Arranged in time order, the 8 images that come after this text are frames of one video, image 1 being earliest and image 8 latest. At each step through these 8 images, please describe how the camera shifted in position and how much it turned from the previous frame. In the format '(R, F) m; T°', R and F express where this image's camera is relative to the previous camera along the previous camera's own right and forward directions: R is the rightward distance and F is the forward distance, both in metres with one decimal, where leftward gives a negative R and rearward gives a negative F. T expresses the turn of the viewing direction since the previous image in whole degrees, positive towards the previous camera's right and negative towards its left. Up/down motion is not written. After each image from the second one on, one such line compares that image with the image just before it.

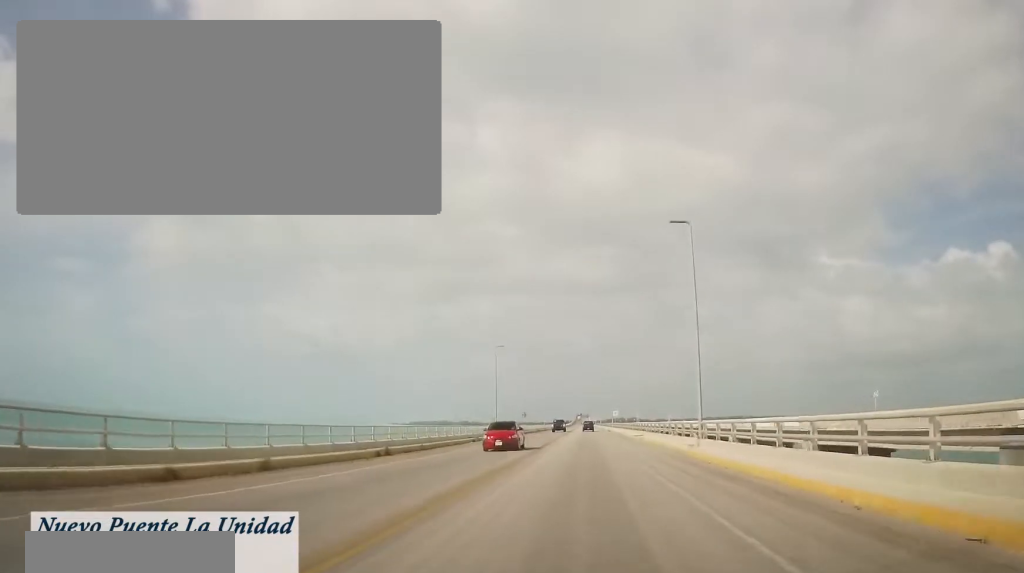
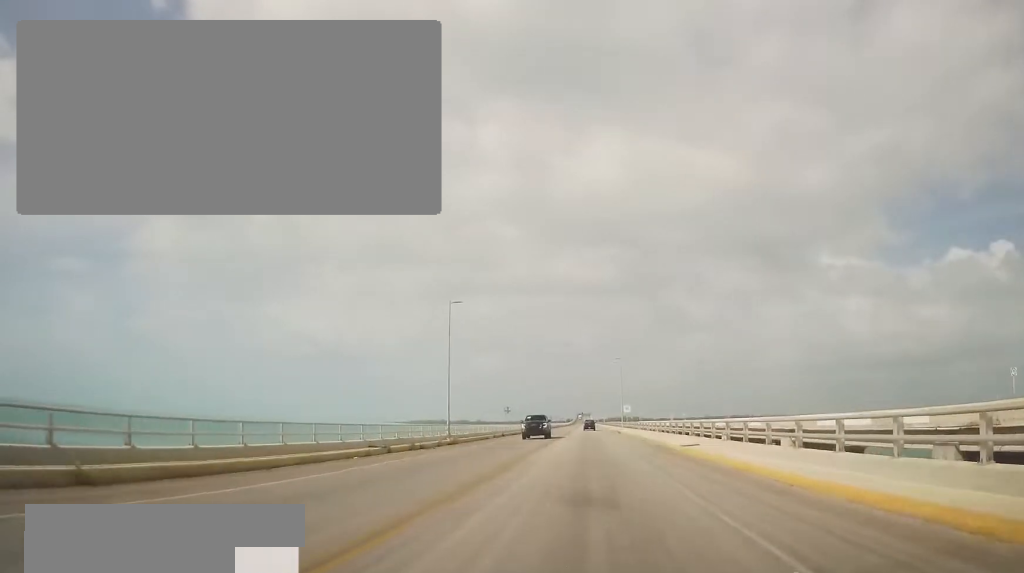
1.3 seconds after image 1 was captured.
(0.0, +23.8) m; +1°
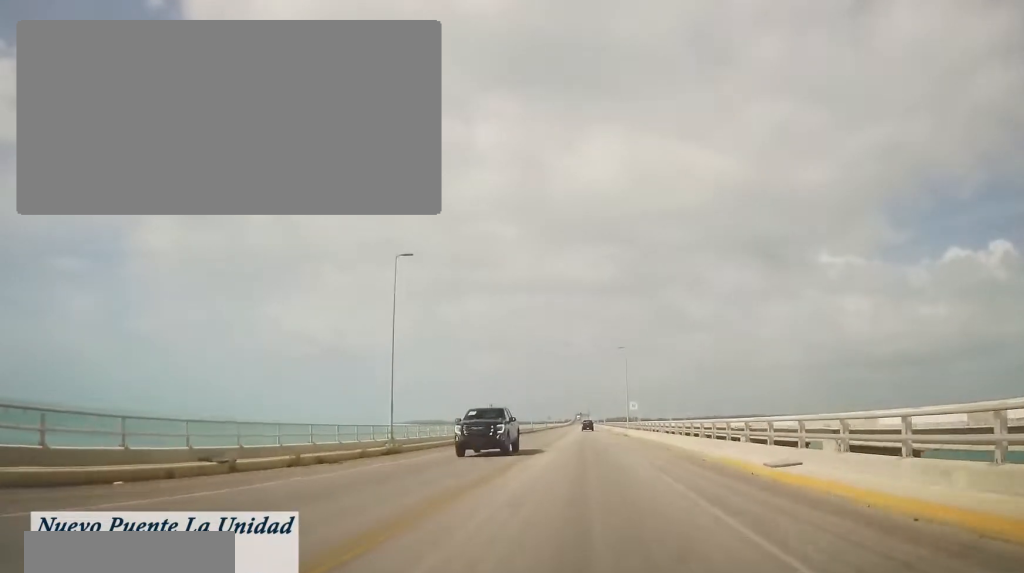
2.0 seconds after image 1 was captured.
(+0.2, +12.4) m; 0°
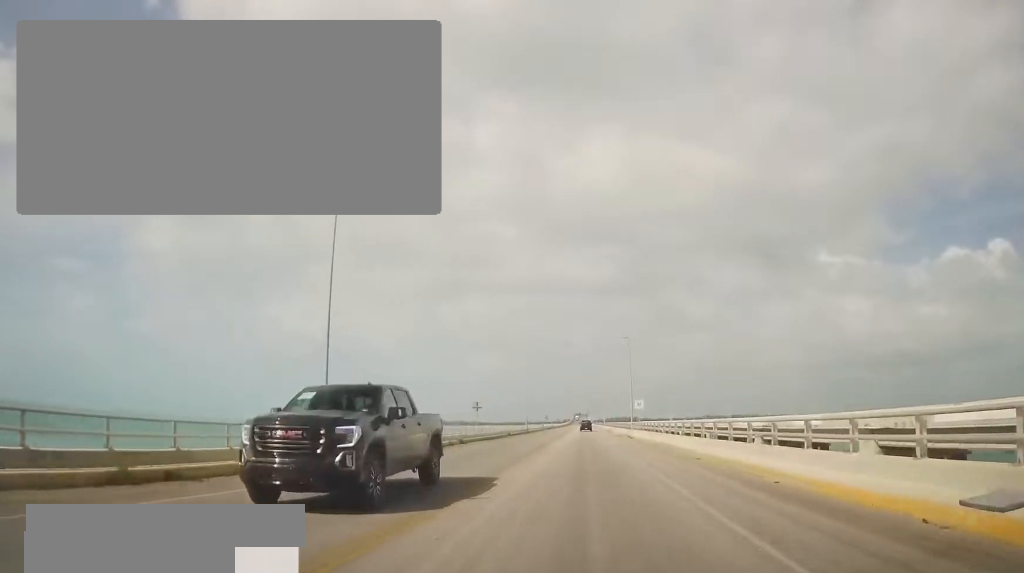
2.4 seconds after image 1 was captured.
(+0.4, +7.8) m; 0°
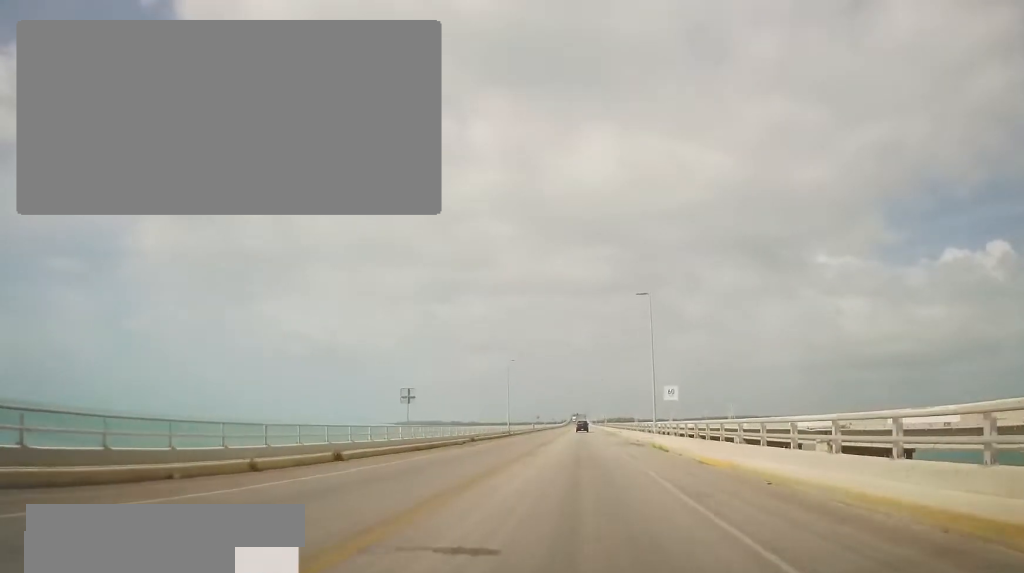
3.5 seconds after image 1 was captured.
(-0.8, +21.0) m; -2°
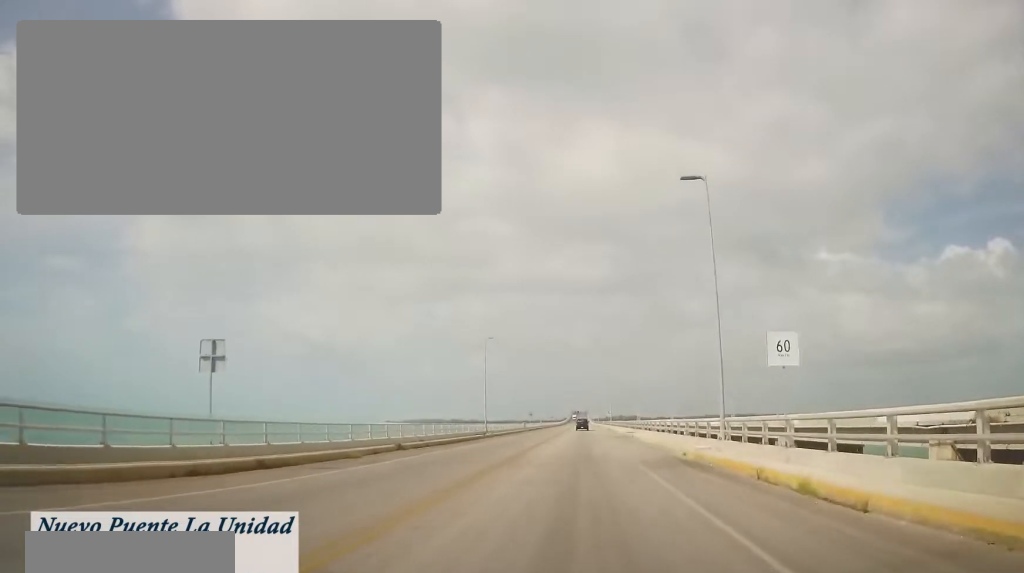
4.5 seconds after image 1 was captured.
(+0.2, +19.3) m; +2°
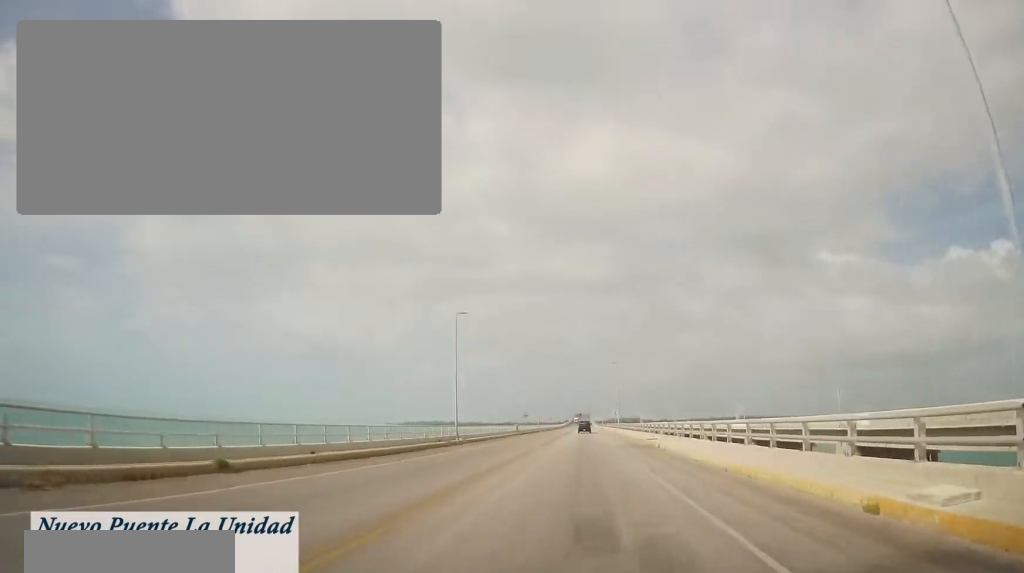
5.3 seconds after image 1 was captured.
(+0.3, +15.2) m; +1°
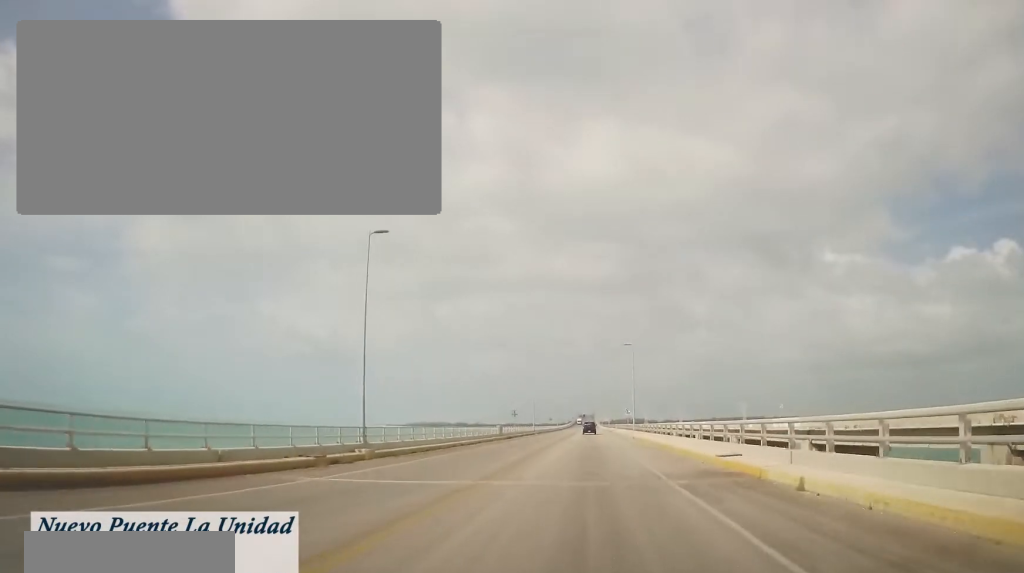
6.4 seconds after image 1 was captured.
(0.0, +20.5) m; -3°
